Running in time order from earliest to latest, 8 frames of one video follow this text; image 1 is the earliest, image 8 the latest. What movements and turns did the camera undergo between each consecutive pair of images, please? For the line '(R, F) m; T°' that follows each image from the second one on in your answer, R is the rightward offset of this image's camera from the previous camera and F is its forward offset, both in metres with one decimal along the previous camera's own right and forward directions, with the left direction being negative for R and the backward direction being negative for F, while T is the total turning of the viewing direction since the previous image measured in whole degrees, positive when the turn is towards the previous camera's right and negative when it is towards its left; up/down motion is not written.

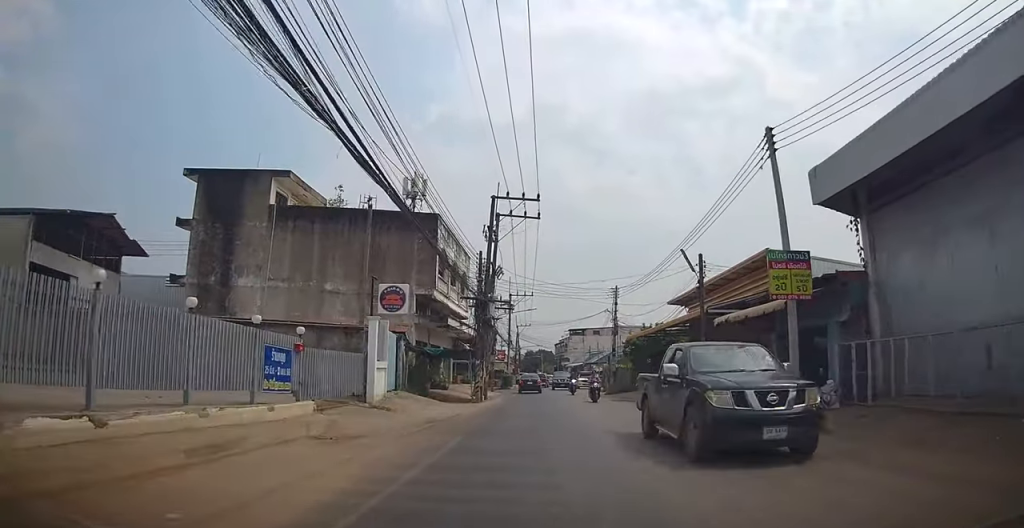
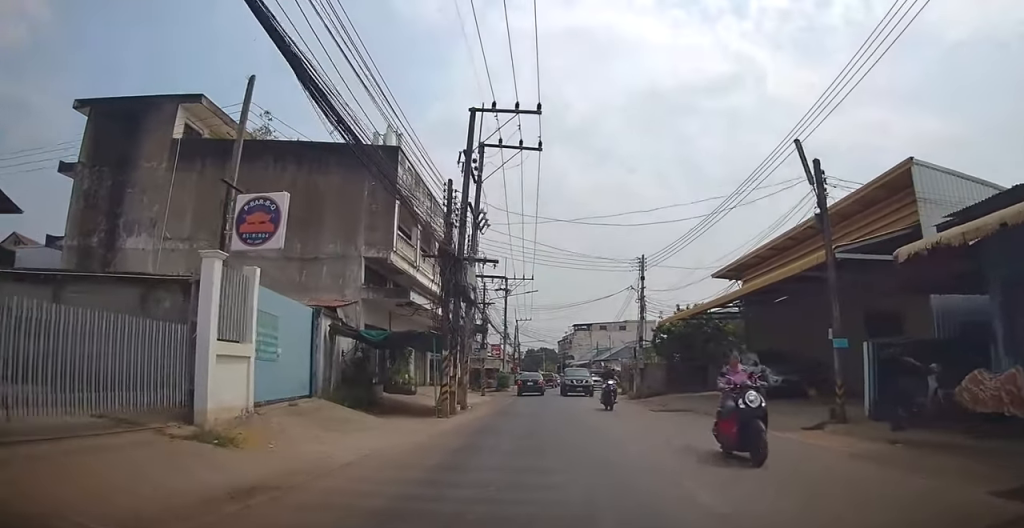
(-0.1, +10.0) m; -2°
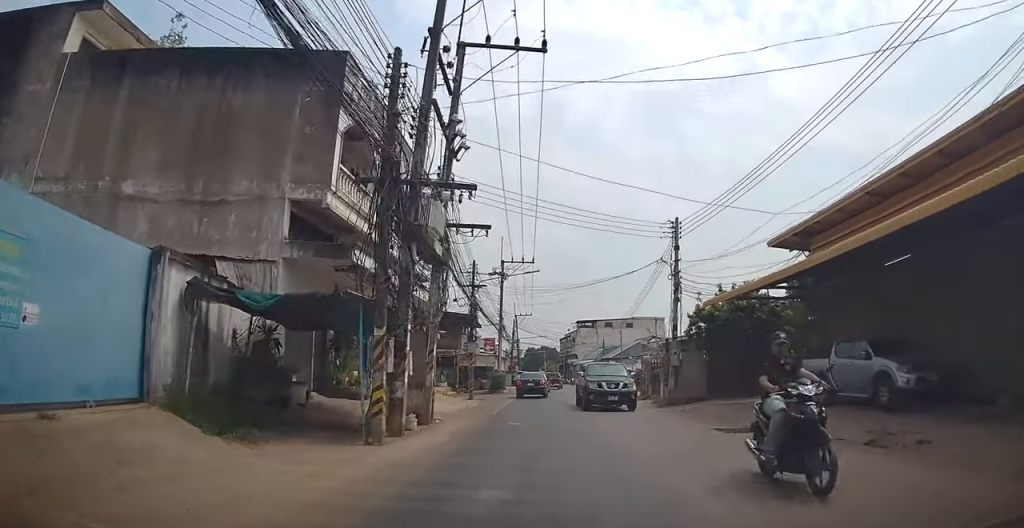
(-0.2, +7.5) m; -1°
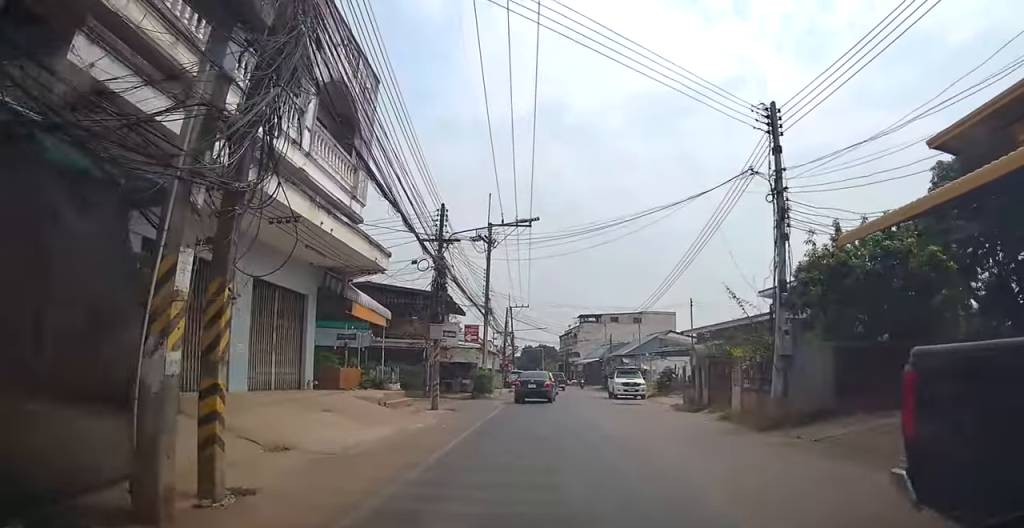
(0.0, +10.8) m; 0°
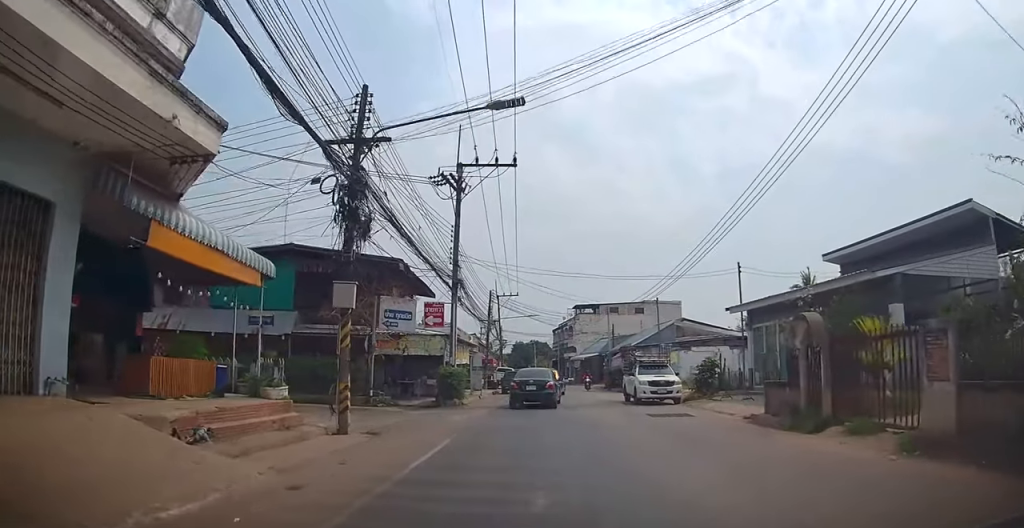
(+0.1, +9.5) m; +1°
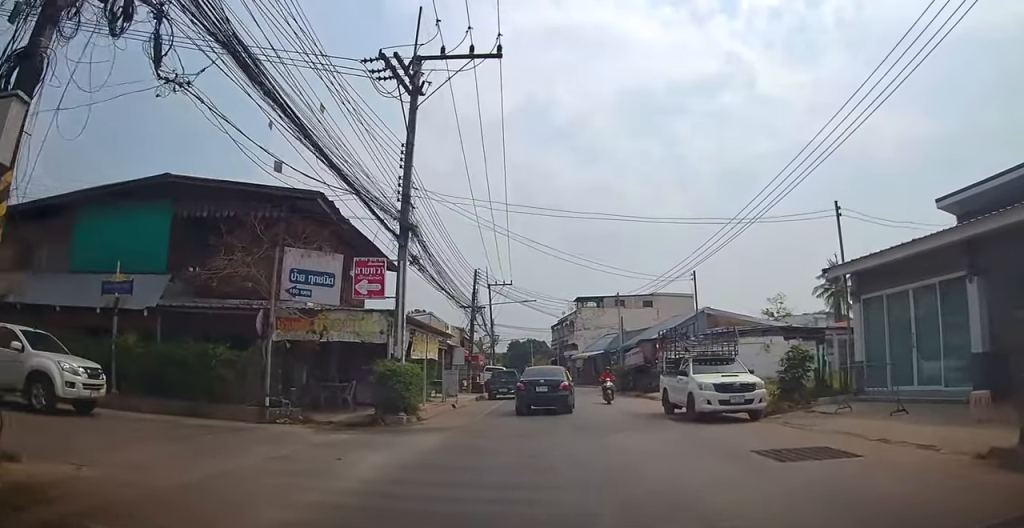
(-0.1, +9.3) m; -1°
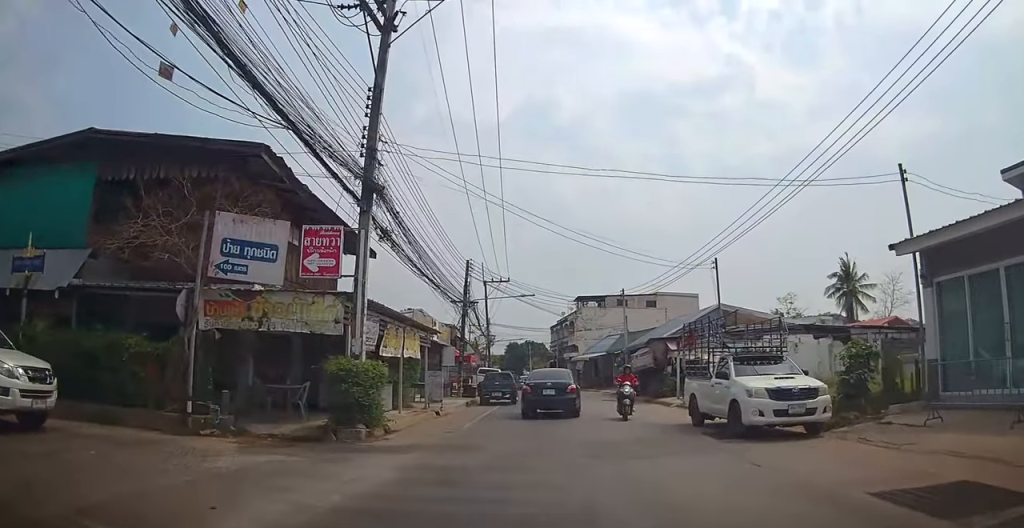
(0.0, +3.7) m; +1°
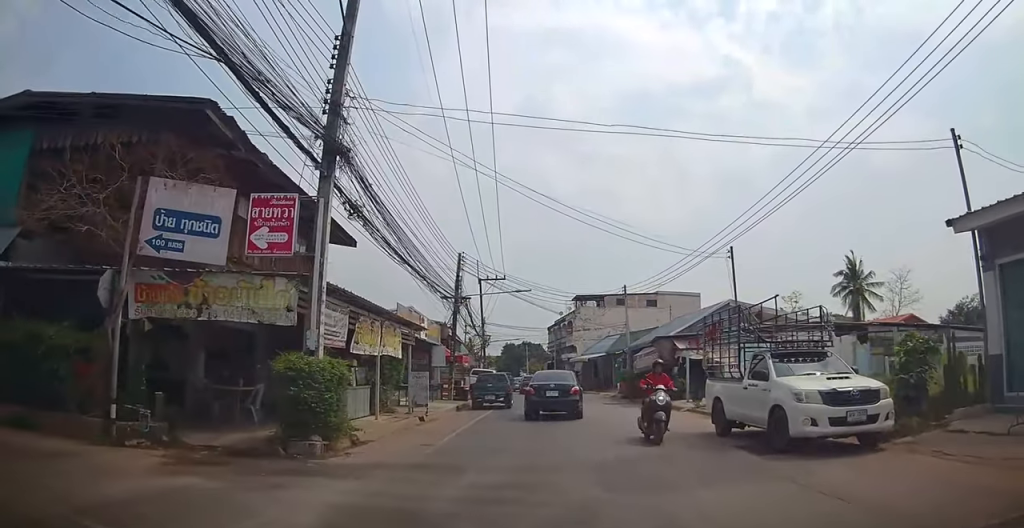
(0.0, +2.3) m; +2°
